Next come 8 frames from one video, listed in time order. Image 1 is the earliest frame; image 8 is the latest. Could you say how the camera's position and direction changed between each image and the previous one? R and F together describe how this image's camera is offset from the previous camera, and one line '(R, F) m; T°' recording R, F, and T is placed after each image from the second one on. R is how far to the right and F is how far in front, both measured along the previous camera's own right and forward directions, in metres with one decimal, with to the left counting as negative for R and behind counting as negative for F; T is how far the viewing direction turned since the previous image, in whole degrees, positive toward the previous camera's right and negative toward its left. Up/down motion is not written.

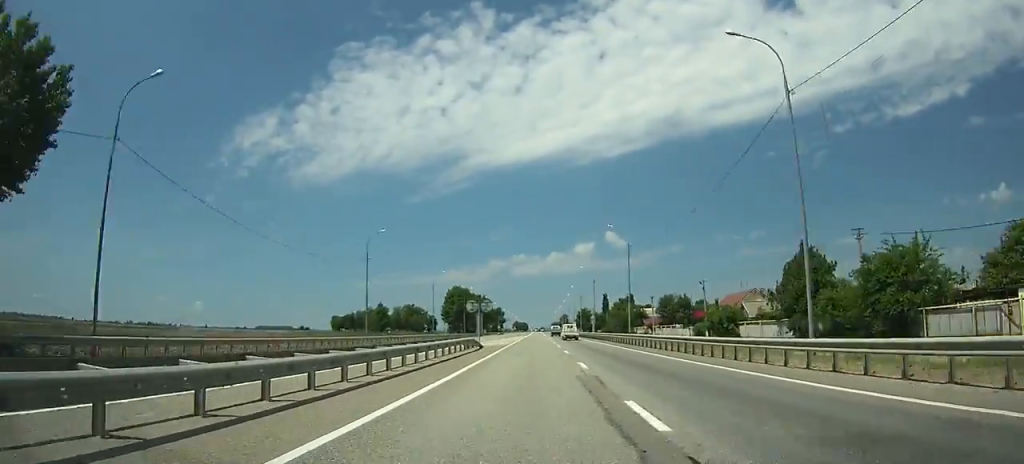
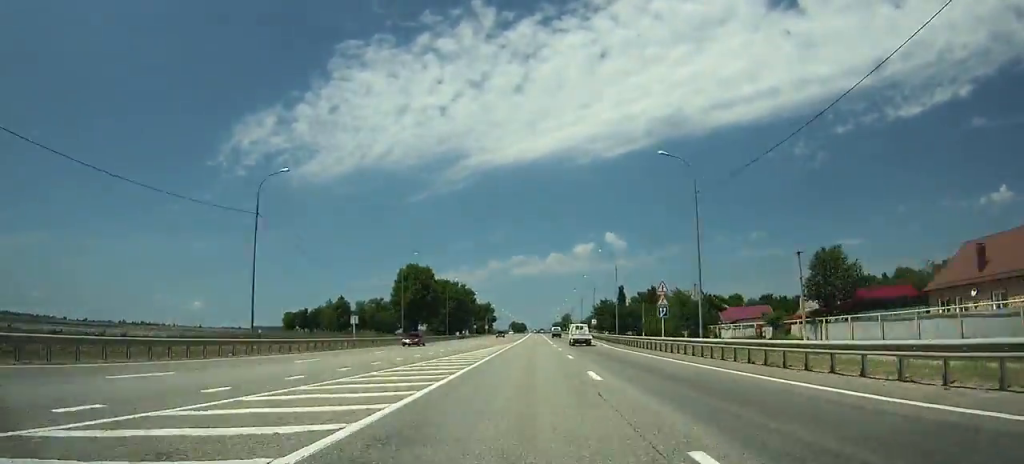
(-0.2, +64.2) m; 0°
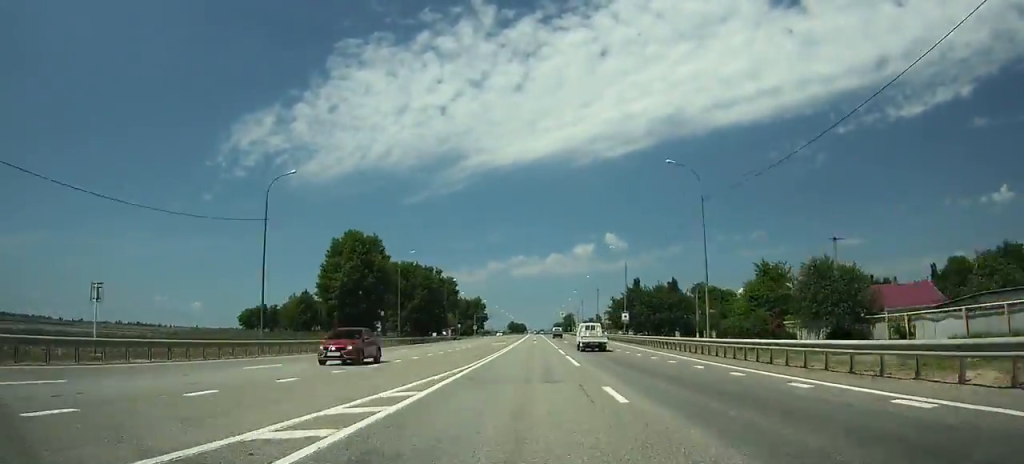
(0.0, +40.2) m; 0°
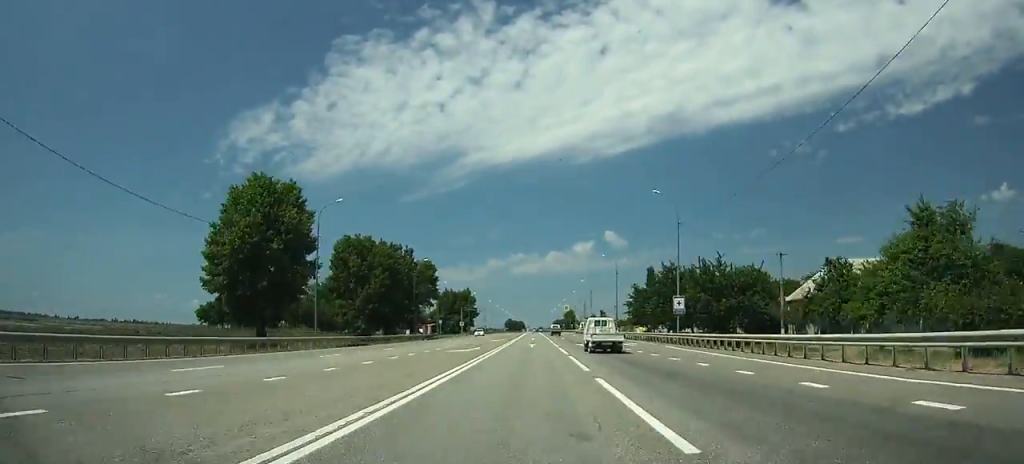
(0.0, +28.4) m; 0°
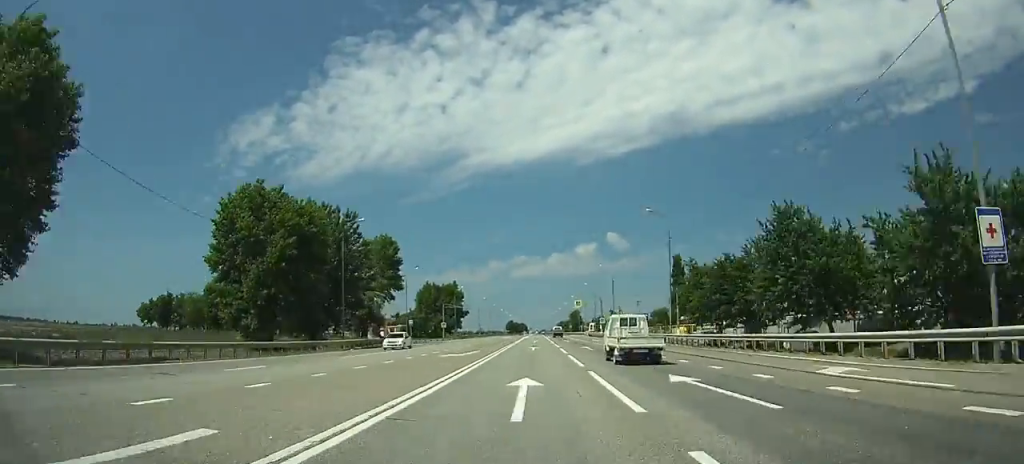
(-0.1, +32.8) m; 0°
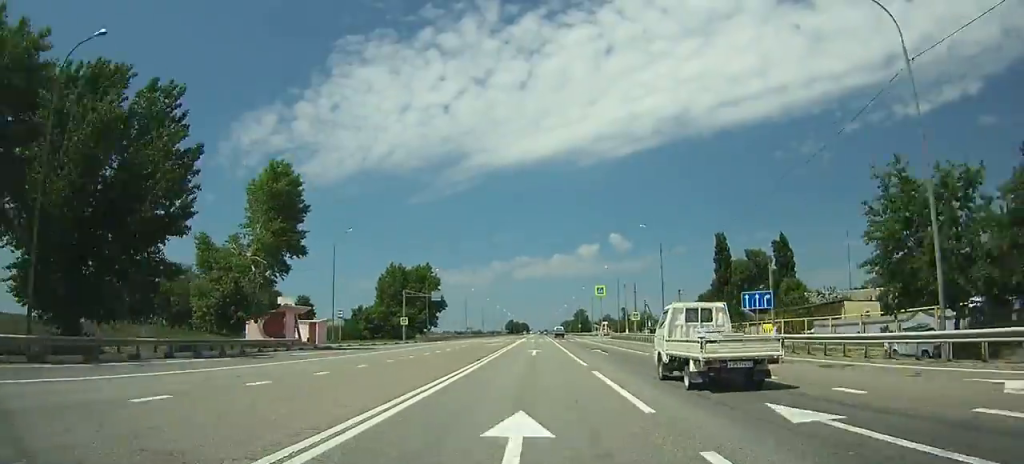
(+0.1, +35.2) m; 0°
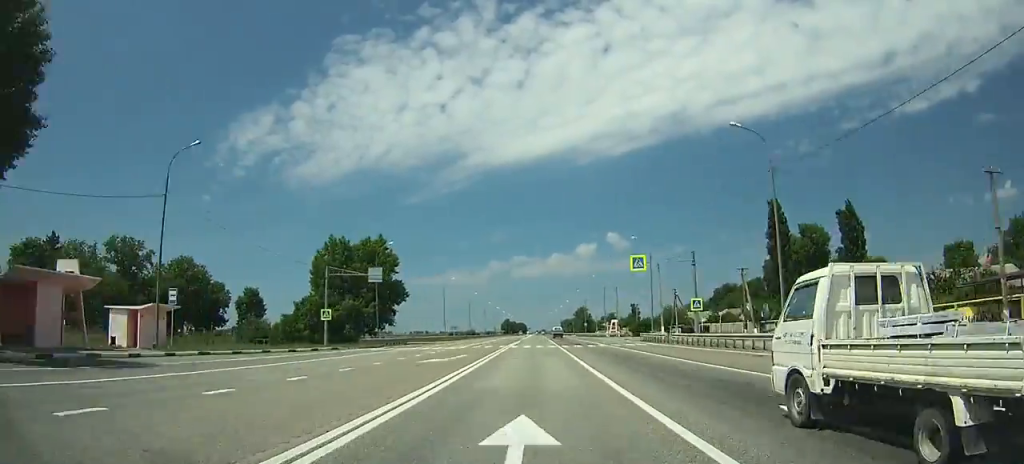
(-0.2, +30.3) m; 0°
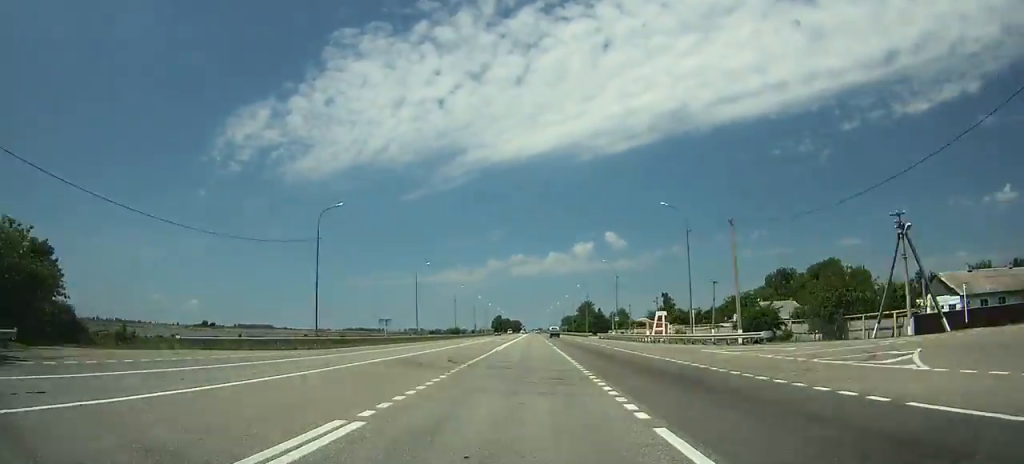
(-0.1, +62.6) m; 0°
